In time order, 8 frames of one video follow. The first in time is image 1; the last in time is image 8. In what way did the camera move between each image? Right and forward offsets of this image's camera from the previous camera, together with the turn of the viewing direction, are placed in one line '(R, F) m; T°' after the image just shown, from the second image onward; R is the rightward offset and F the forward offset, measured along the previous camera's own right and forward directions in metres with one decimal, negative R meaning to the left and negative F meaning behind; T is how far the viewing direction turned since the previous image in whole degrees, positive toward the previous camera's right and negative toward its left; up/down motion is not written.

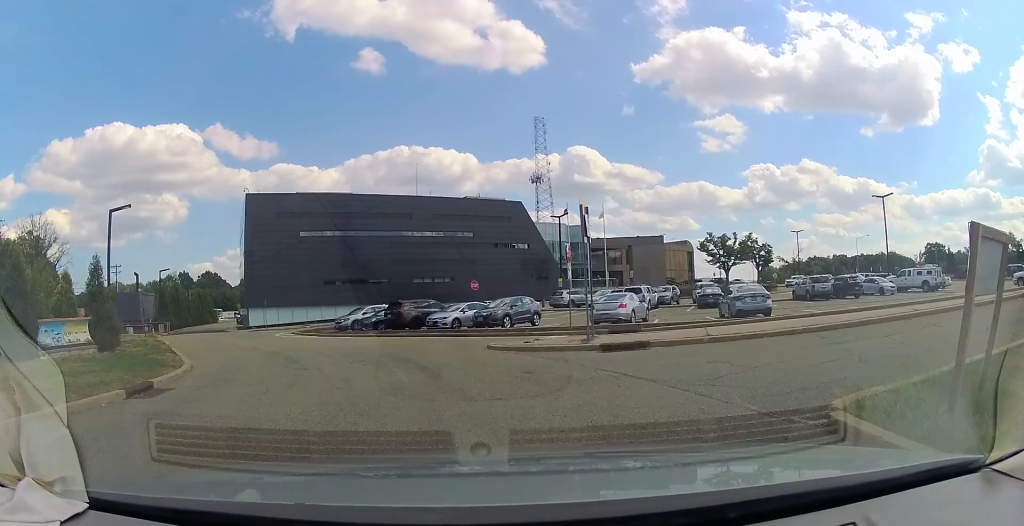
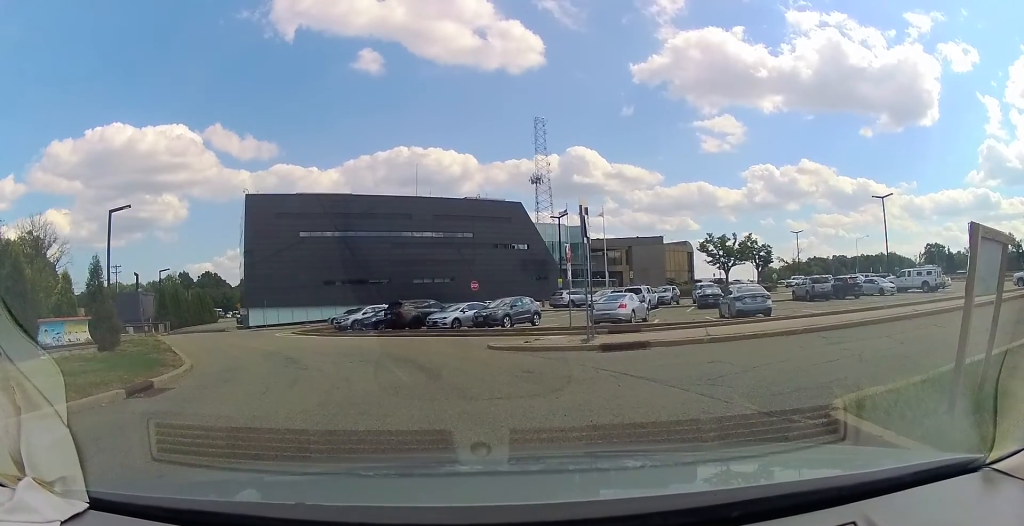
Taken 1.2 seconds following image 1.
(0.0, 0.0) m; 0°
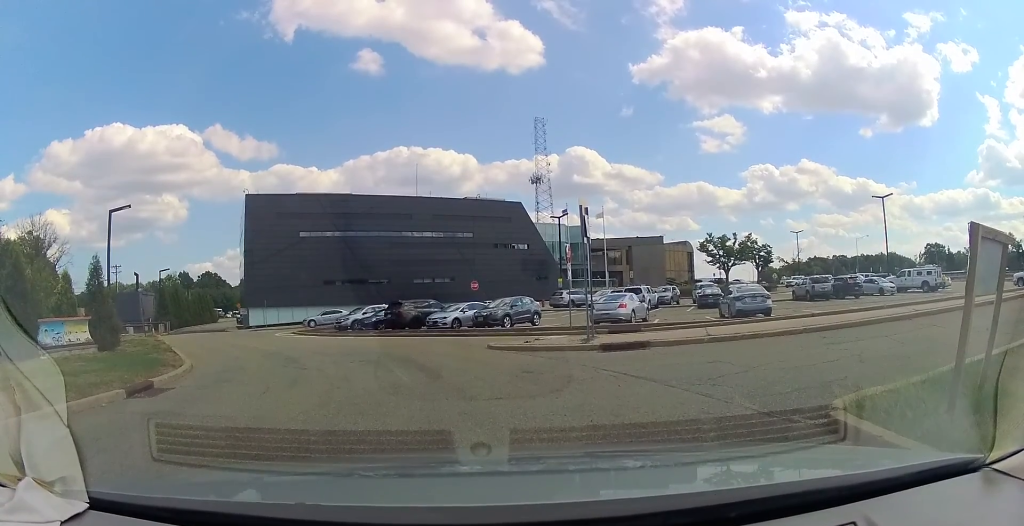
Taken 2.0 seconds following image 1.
(0.0, 0.0) m; 0°
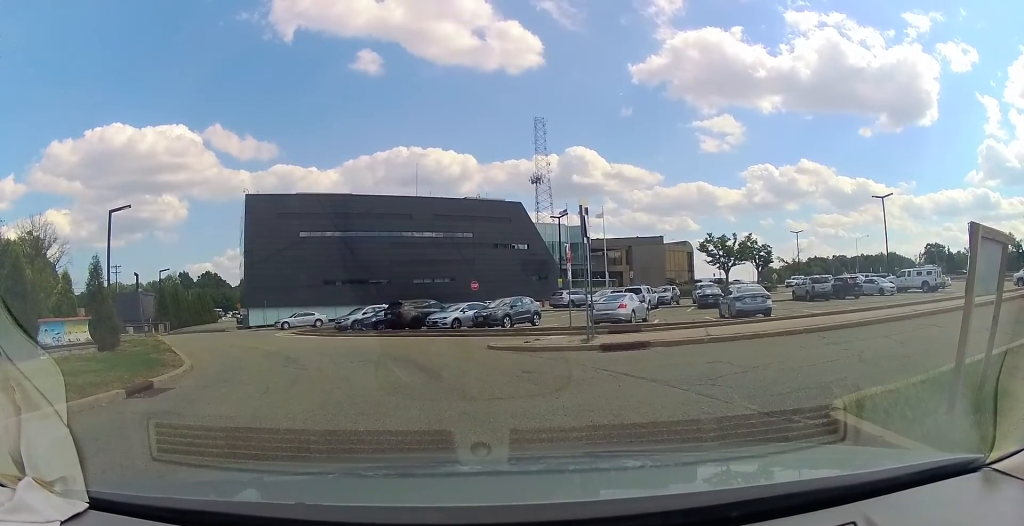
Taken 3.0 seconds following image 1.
(0.0, 0.0) m; 0°
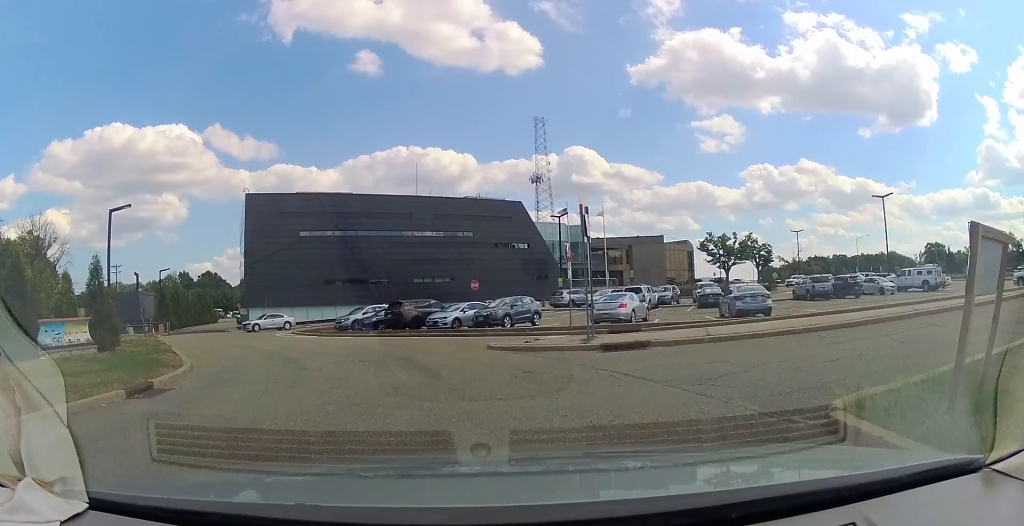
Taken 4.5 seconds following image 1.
(0.0, +0.2) m; 0°
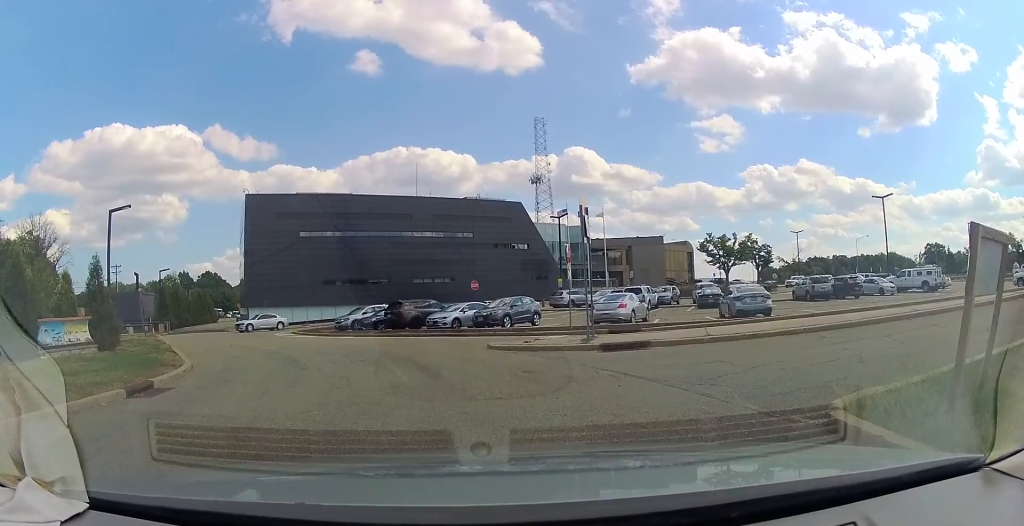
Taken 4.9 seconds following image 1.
(0.0, 0.0) m; 0°
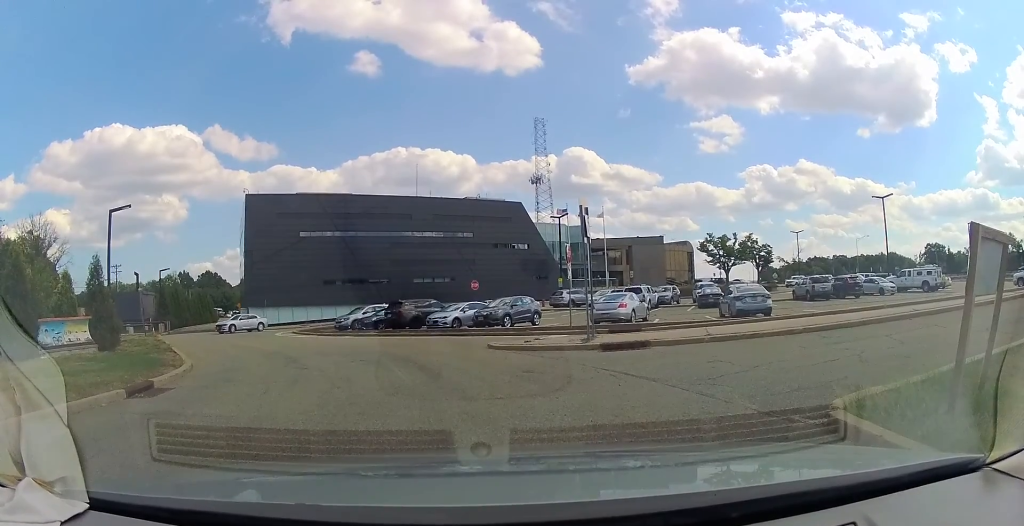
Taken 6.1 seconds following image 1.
(0.0, 0.0) m; 0°
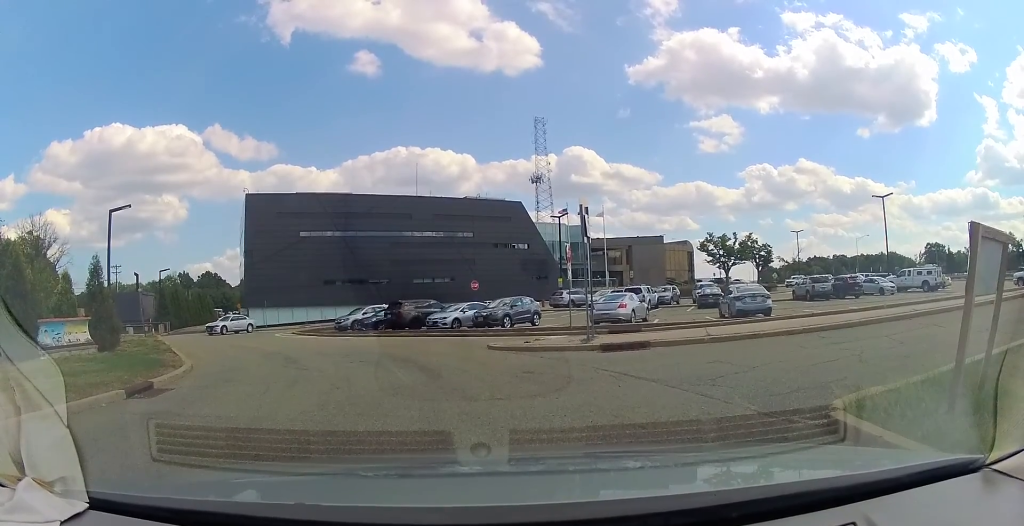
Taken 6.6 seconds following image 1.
(0.0, 0.0) m; 0°
